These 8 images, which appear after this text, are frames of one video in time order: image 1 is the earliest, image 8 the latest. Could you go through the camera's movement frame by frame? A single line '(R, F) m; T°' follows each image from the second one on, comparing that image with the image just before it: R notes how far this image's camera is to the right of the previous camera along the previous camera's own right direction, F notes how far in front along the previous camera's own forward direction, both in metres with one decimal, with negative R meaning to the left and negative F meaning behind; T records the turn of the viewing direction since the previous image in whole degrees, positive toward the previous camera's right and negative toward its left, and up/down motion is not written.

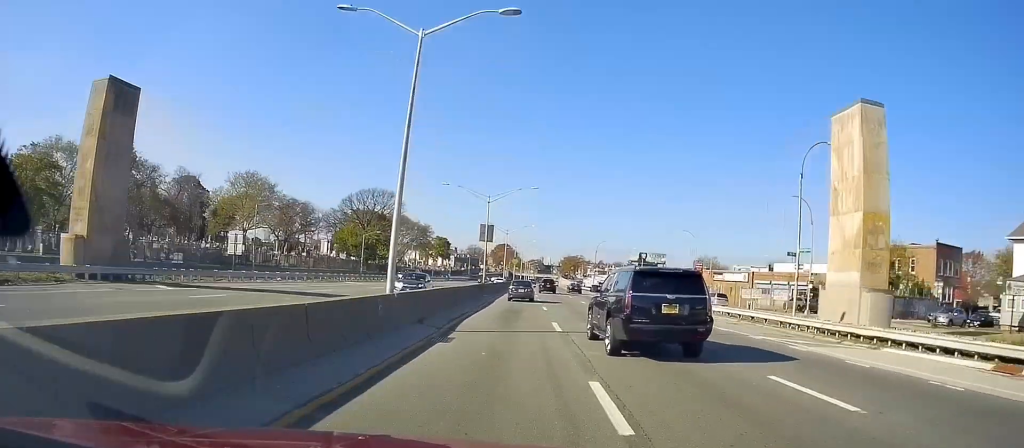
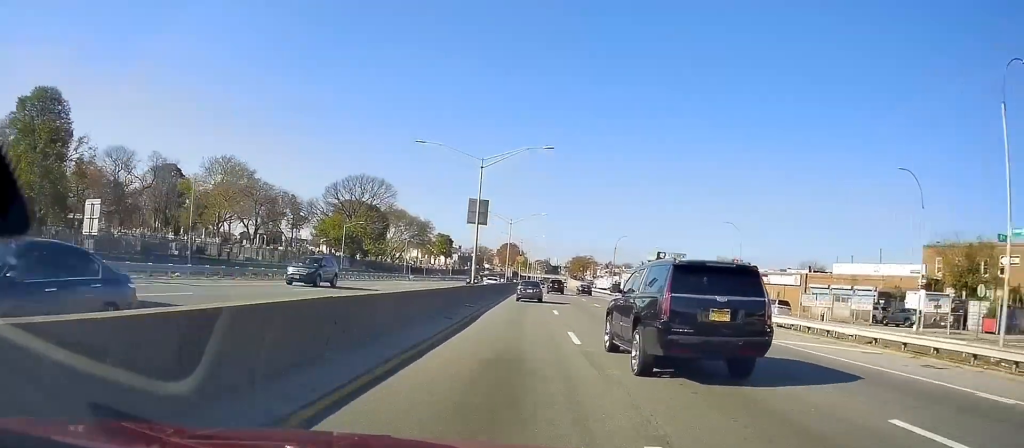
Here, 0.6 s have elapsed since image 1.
(-0.1, +16.0) m; -1°
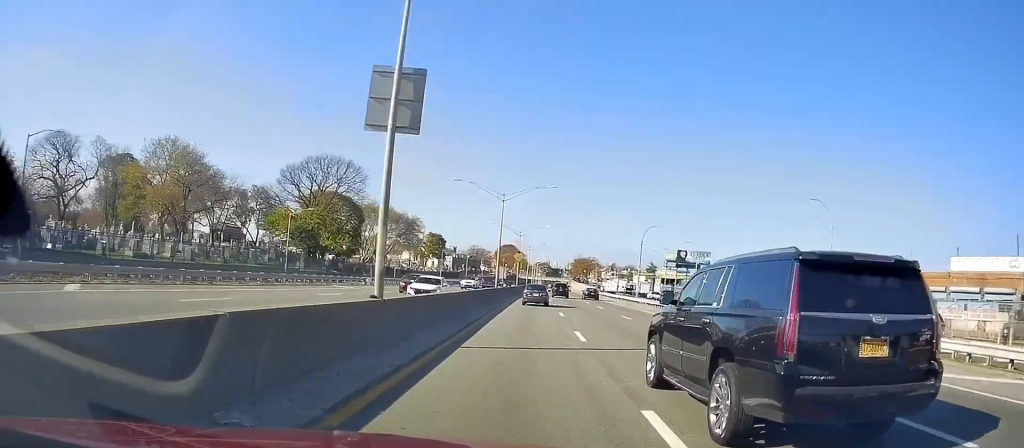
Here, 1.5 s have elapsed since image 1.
(-0.4, +22.7) m; -1°
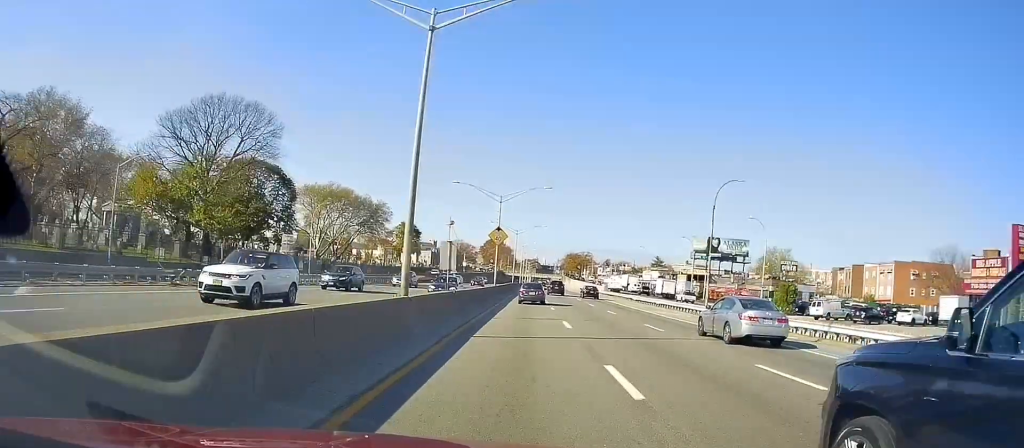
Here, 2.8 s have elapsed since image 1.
(+0.1, +32.7) m; 0°
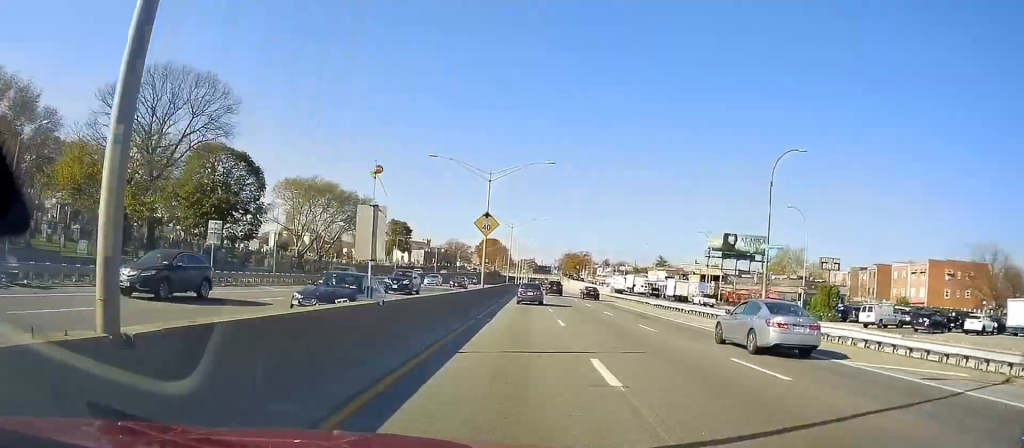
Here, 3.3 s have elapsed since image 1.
(0.0, +10.9) m; 0°
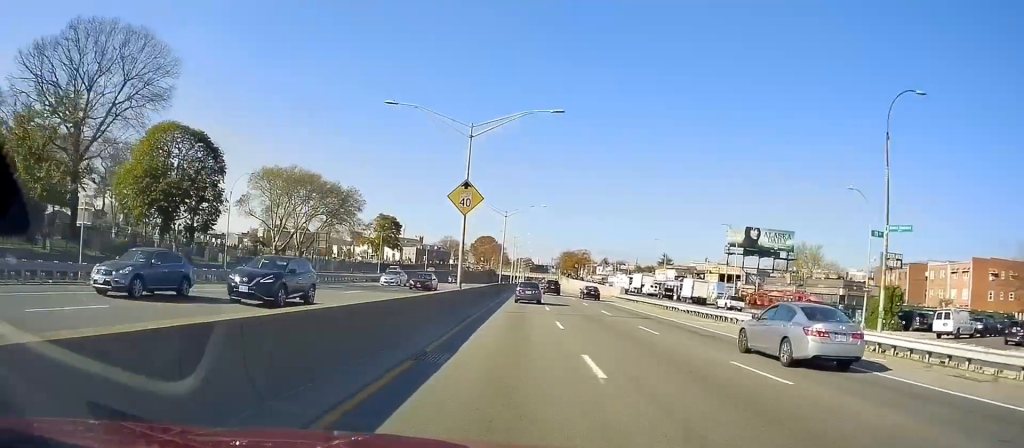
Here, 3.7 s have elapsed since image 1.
(0.0, +11.7) m; 0°
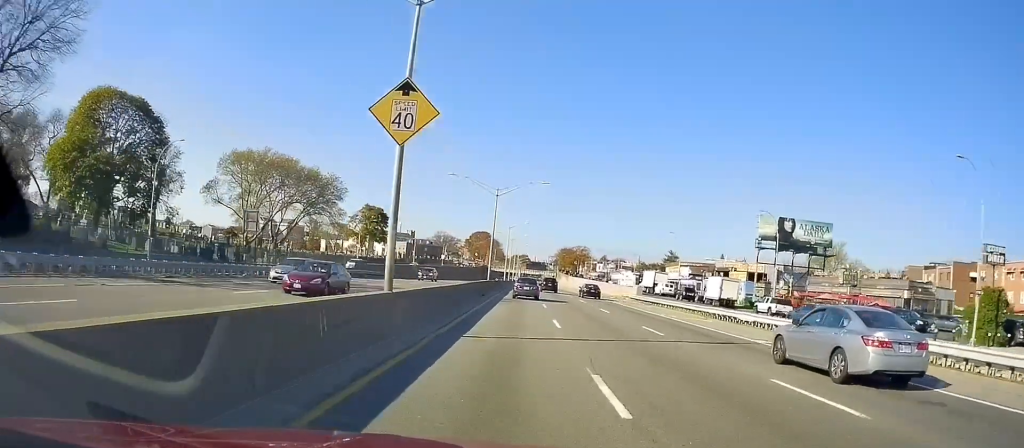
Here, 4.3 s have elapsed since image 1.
(-0.1, +13.4) m; +1°
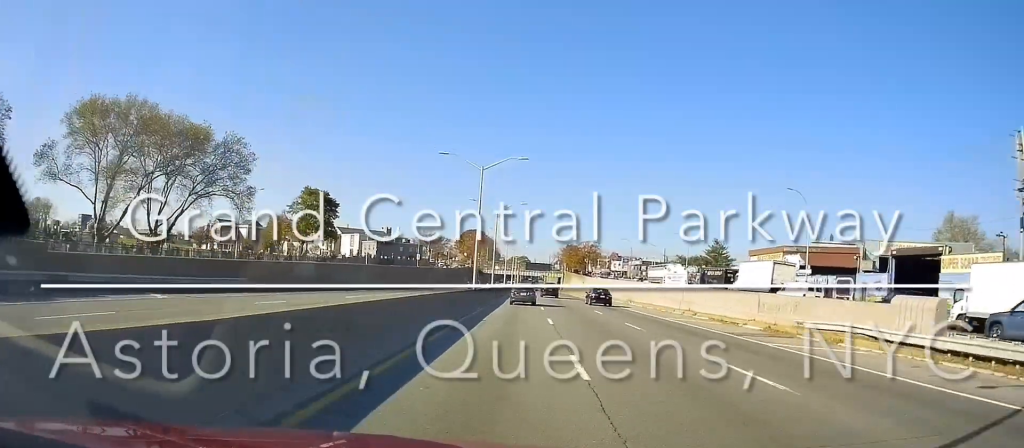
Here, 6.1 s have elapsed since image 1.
(+1.0, +47.1) m; +1°
